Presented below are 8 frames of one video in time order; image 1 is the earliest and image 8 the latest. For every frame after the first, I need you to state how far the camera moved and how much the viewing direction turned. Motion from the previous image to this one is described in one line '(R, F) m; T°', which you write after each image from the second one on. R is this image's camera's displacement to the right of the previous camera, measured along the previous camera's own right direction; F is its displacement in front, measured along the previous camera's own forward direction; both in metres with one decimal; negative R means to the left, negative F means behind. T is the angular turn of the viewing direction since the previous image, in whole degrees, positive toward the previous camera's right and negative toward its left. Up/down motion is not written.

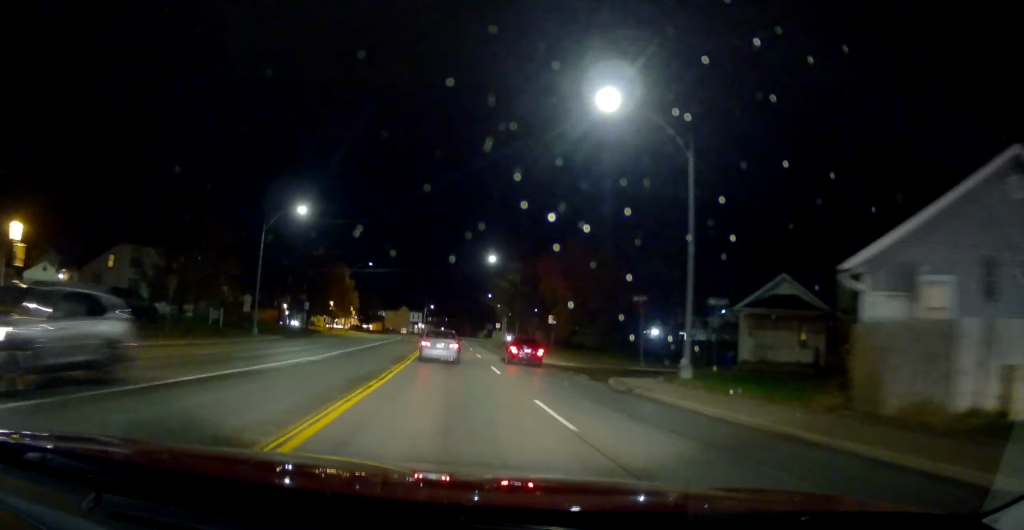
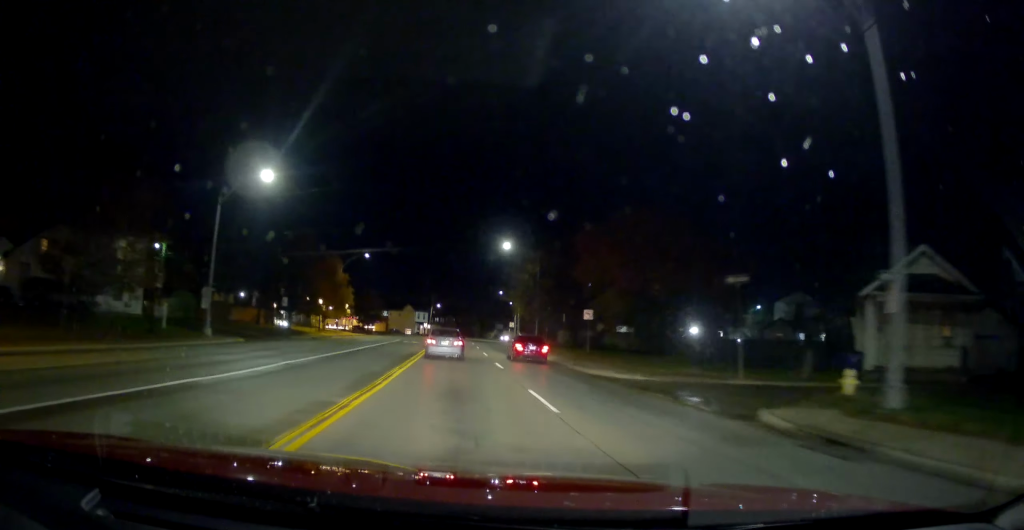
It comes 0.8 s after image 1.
(-0.4, +9.0) m; -2°
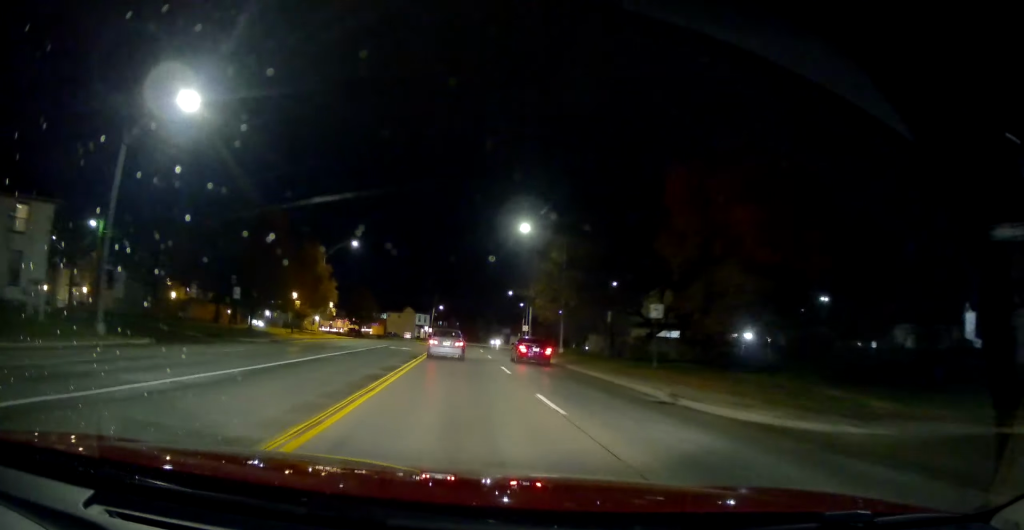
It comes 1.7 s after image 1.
(+0.3, +11.2) m; 0°
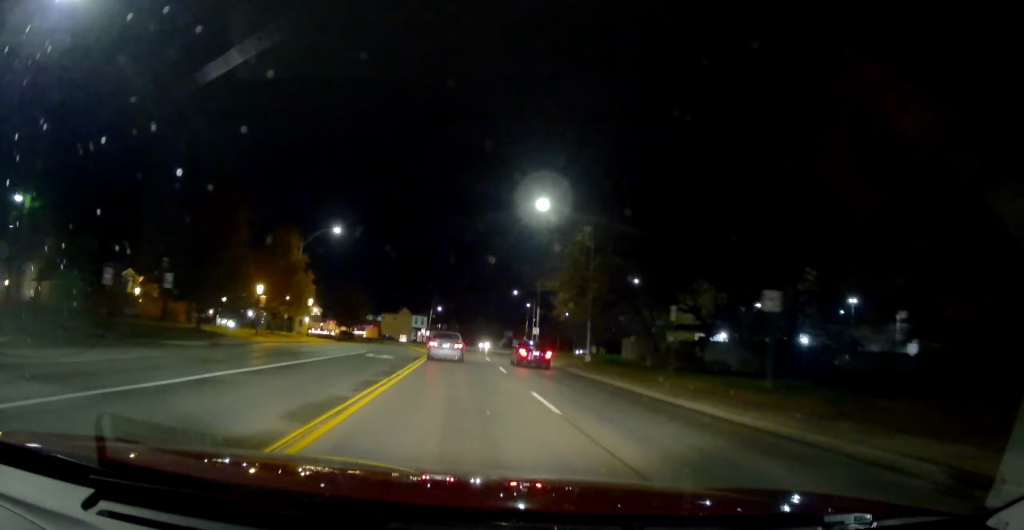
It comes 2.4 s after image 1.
(-0.2, +9.6) m; -2°
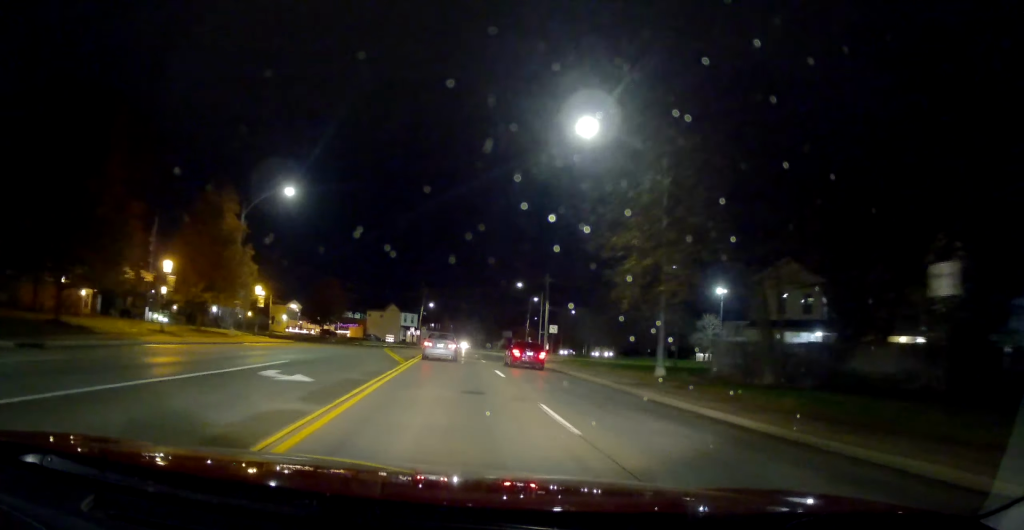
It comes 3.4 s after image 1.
(-0.2, +14.4) m; 0°
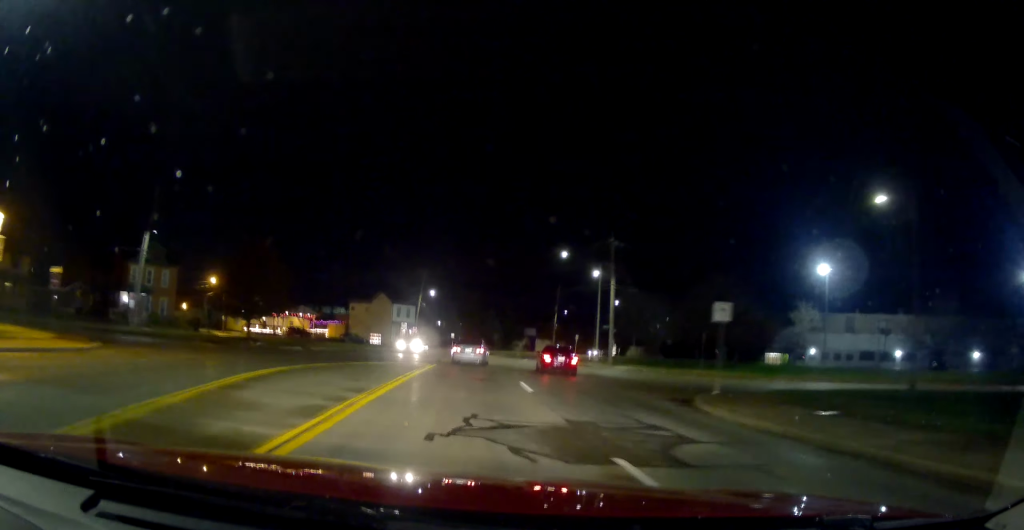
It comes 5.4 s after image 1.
(+1.0, +29.8) m; 0°
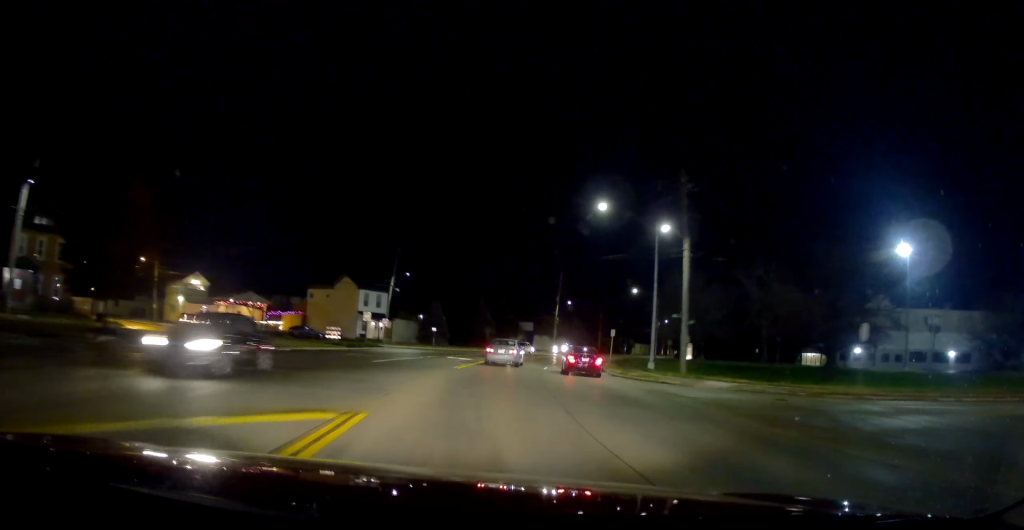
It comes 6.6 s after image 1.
(-1.2, +19.2) m; -2°
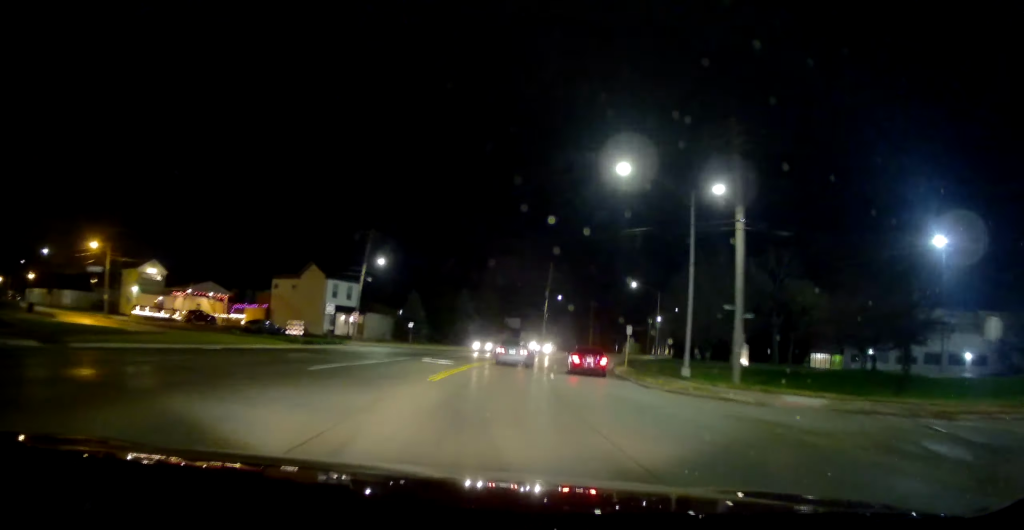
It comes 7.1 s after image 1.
(+0.4, +8.3) m; +2°
